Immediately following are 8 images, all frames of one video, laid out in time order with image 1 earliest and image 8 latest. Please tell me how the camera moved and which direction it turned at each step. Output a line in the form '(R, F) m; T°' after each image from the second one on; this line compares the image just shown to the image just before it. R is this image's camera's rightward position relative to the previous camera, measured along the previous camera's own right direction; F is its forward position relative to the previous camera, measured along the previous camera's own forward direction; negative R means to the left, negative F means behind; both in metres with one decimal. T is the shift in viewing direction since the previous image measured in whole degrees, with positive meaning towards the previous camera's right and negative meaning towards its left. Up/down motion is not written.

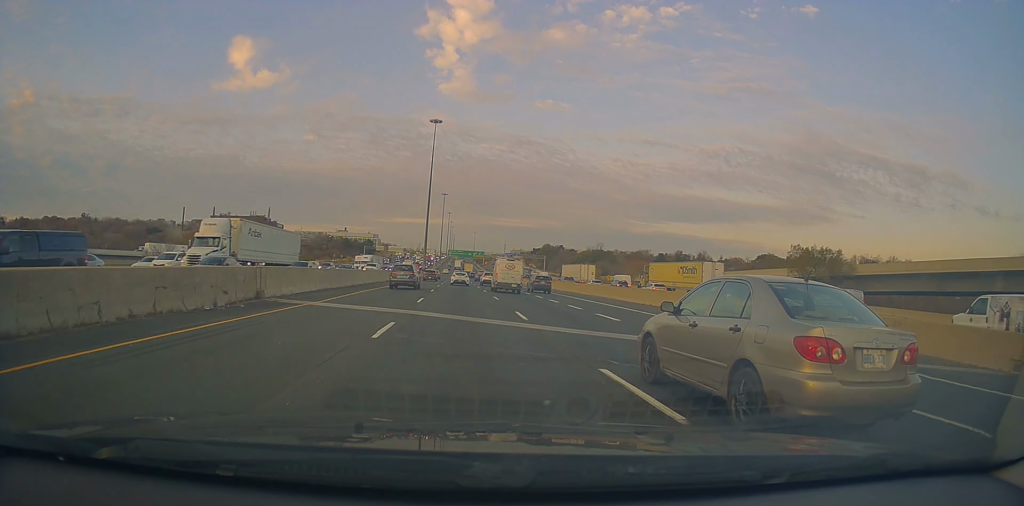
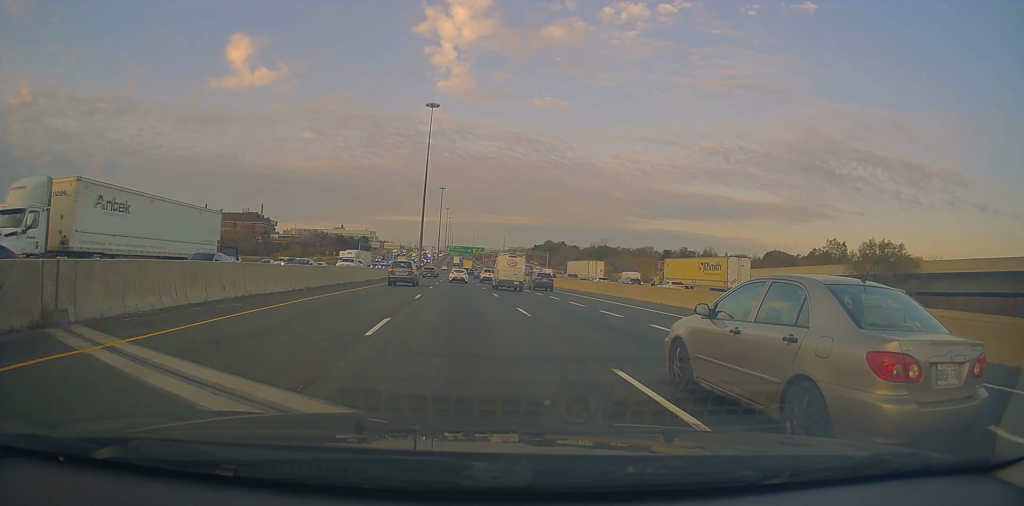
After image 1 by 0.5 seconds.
(-0.2, +12.8) m; -1°
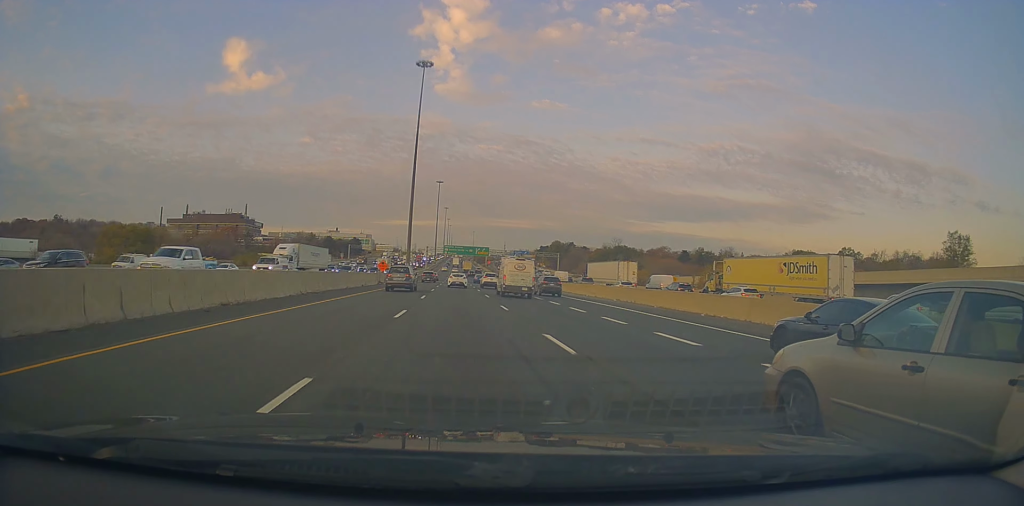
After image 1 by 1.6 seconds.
(-0.5, +31.1) m; 0°
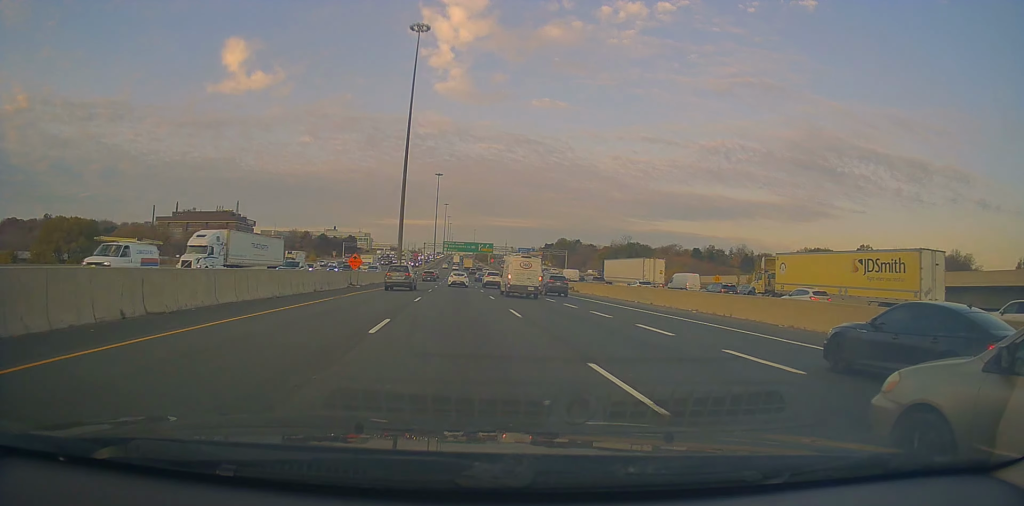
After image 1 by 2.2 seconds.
(-0.1, +16.5) m; +1°
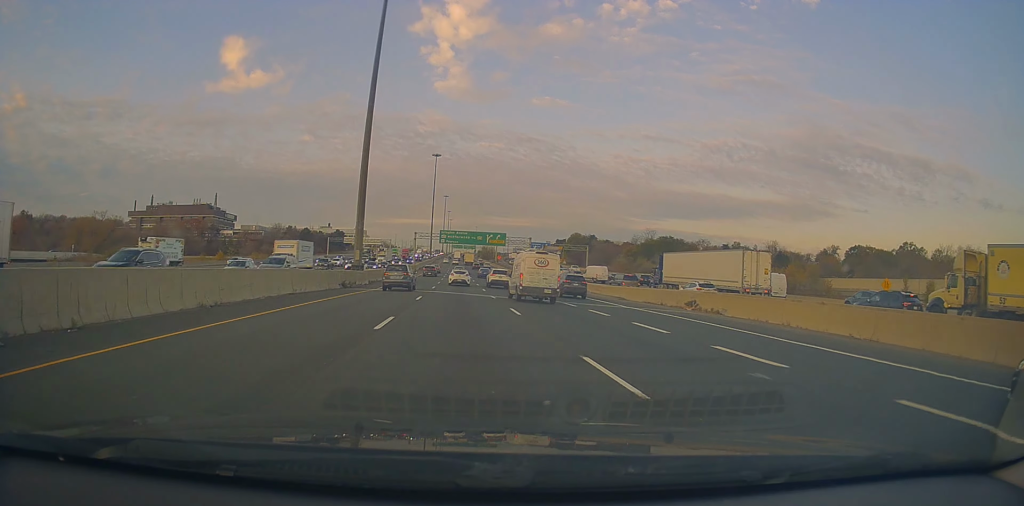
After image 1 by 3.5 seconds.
(+0.7, +35.8) m; 0°
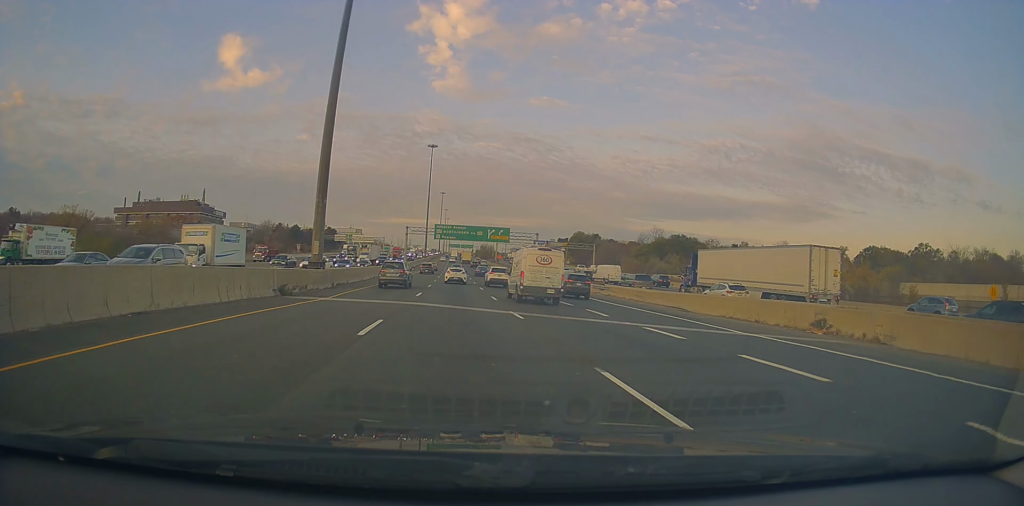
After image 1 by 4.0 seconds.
(0.0, +13.6) m; -1°
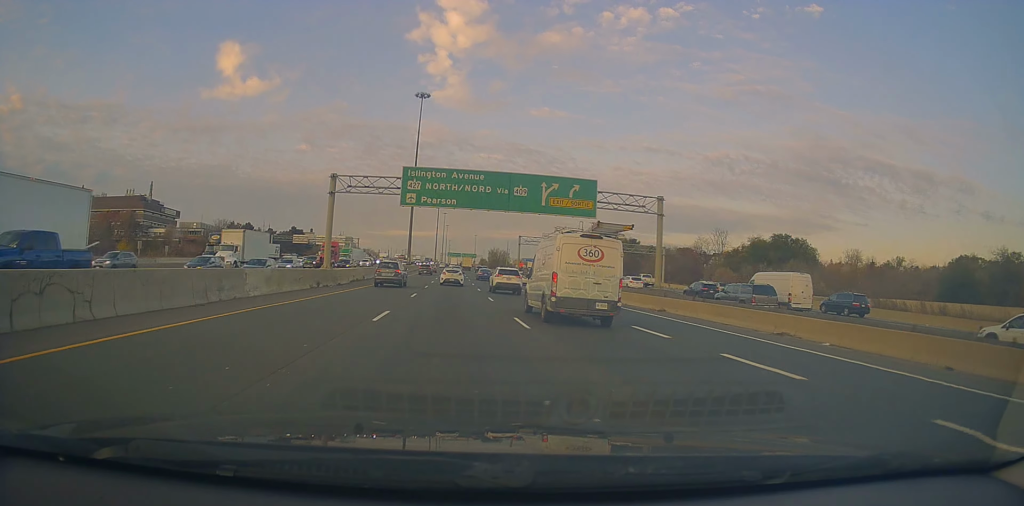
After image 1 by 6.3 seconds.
(-0.4, +61.7) m; 0°
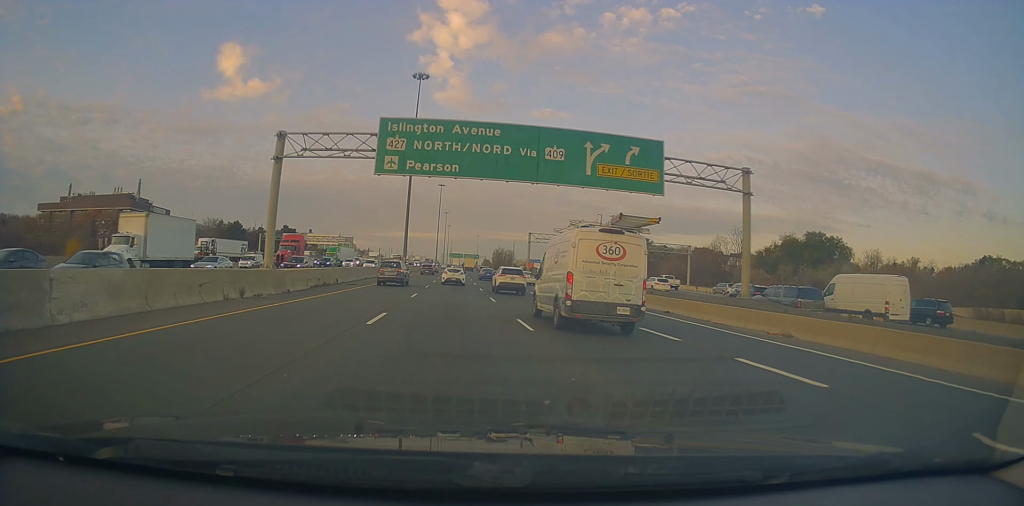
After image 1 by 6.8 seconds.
(0.0, +12.8) m; -1°
